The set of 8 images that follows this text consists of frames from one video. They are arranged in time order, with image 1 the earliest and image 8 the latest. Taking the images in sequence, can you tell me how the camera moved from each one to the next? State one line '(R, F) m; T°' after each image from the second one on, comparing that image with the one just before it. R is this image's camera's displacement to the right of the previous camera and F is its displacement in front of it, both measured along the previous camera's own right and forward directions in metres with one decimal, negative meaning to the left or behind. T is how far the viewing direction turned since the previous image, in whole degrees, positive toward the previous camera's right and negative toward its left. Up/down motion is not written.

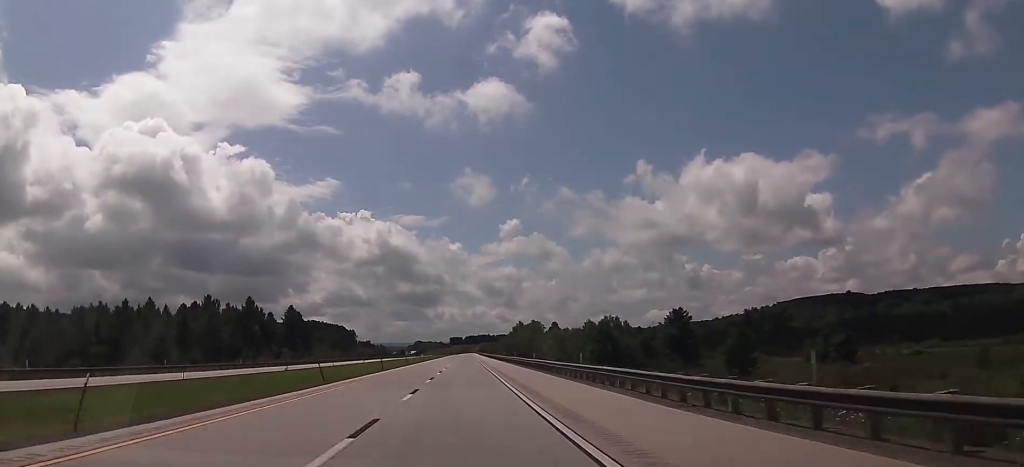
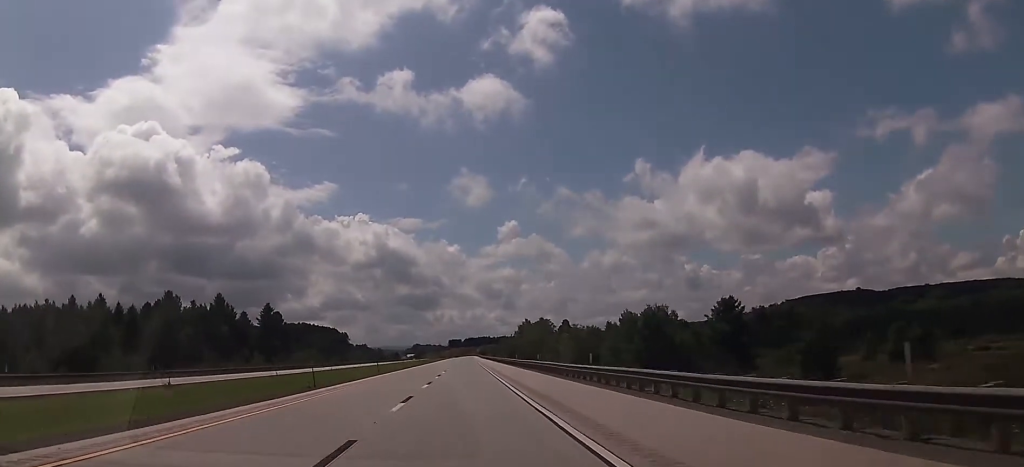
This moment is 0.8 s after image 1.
(-0.5, +27.4) m; -1°
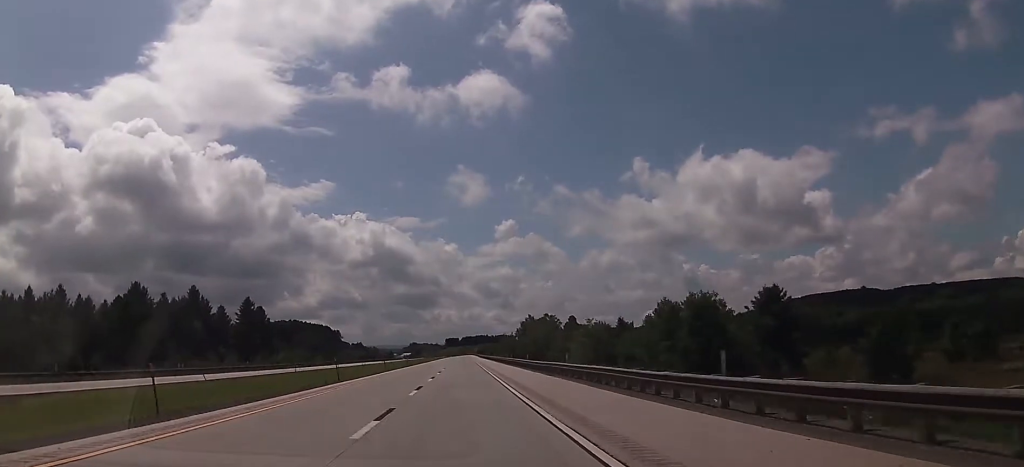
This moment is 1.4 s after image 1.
(-0.1, +17.6) m; 0°
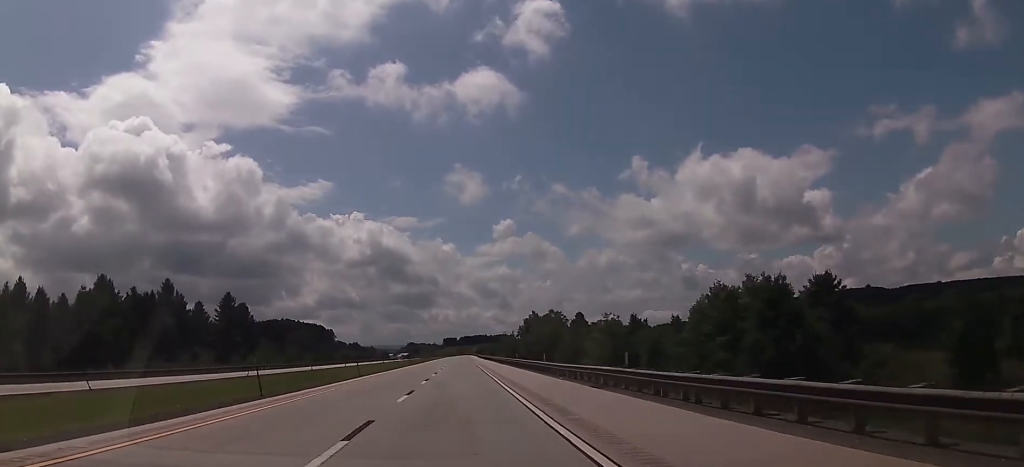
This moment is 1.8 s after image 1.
(-0.1, +15.4) m; 0°
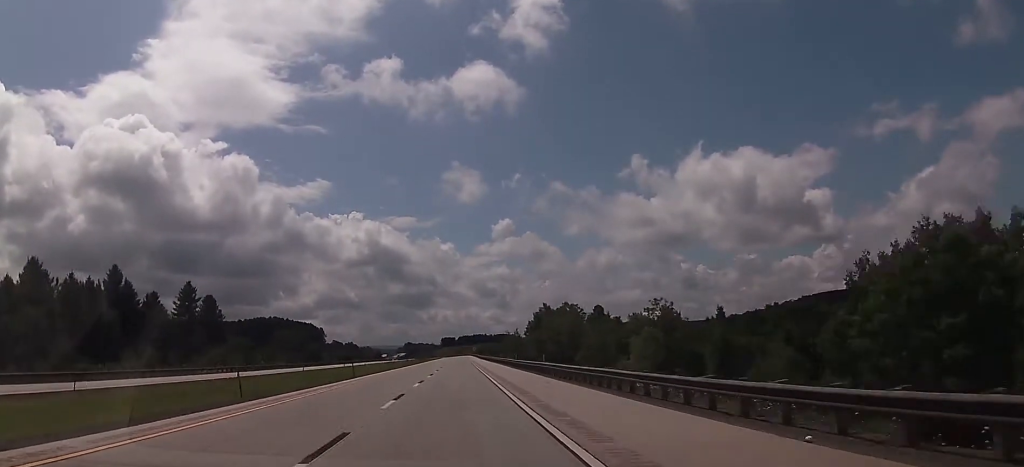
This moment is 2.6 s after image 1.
(+0.1, +26.4) m; 0°
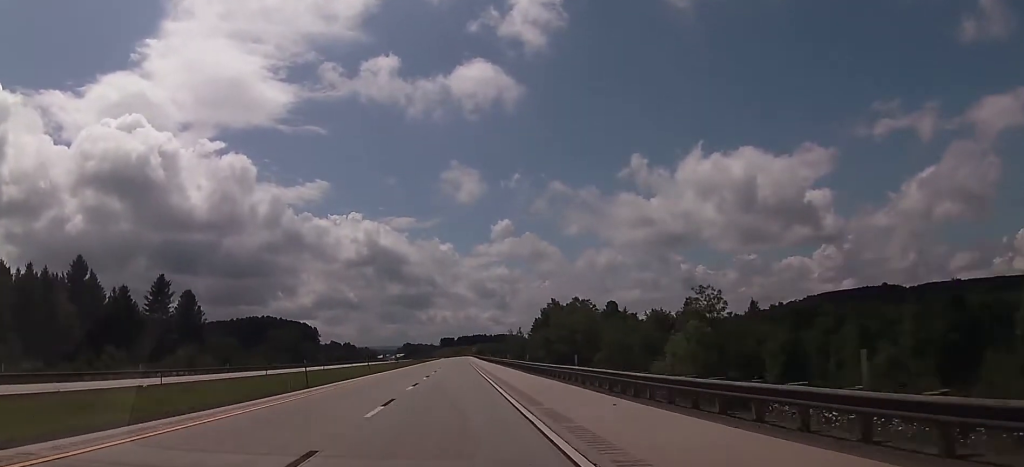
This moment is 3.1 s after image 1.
(0.0, +14.3) m; 0°
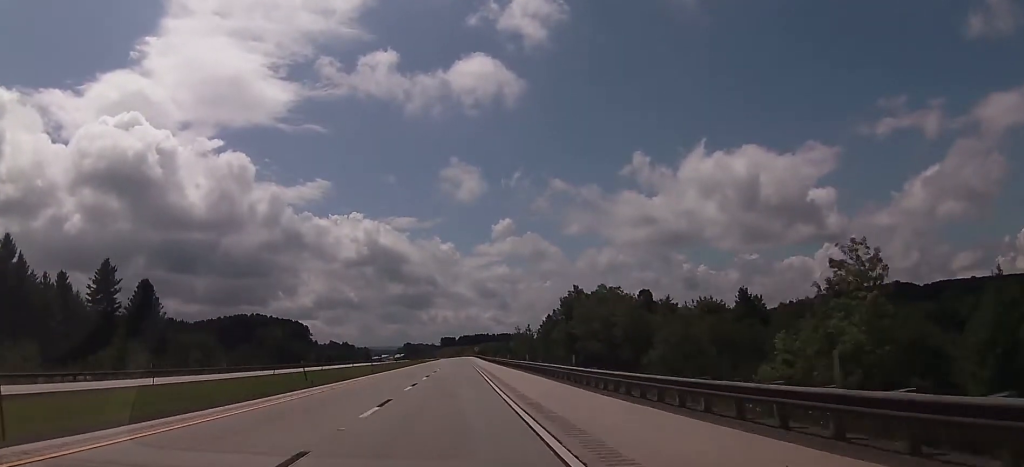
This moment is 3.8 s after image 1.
(0.0, +24.2) m; 0°
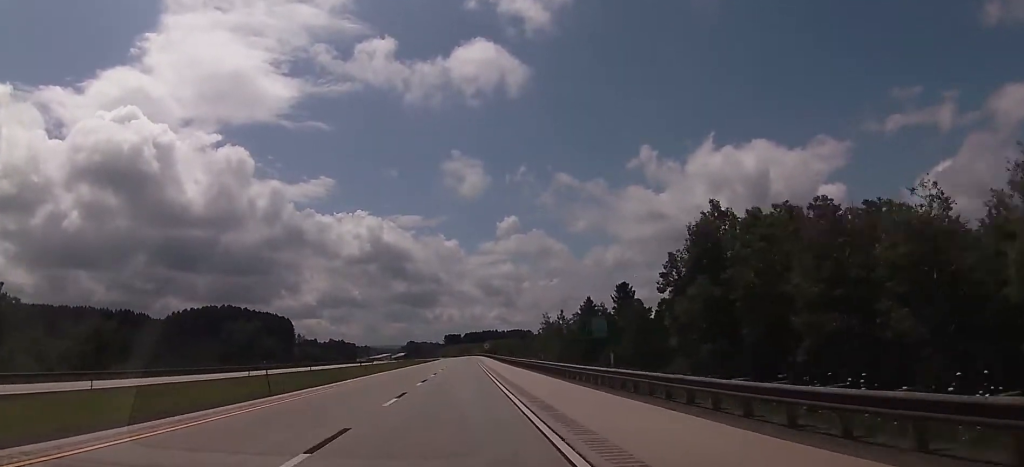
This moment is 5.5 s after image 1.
(+0.1, +57.1) m; 0°
